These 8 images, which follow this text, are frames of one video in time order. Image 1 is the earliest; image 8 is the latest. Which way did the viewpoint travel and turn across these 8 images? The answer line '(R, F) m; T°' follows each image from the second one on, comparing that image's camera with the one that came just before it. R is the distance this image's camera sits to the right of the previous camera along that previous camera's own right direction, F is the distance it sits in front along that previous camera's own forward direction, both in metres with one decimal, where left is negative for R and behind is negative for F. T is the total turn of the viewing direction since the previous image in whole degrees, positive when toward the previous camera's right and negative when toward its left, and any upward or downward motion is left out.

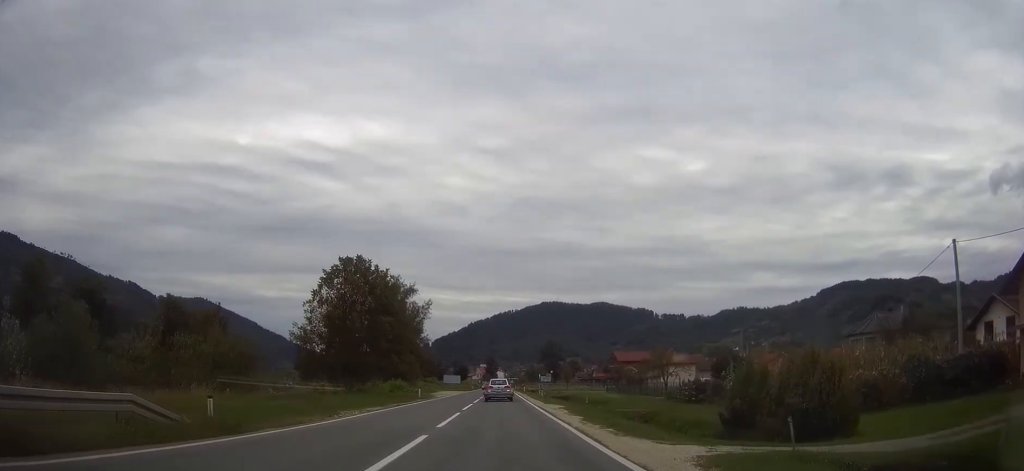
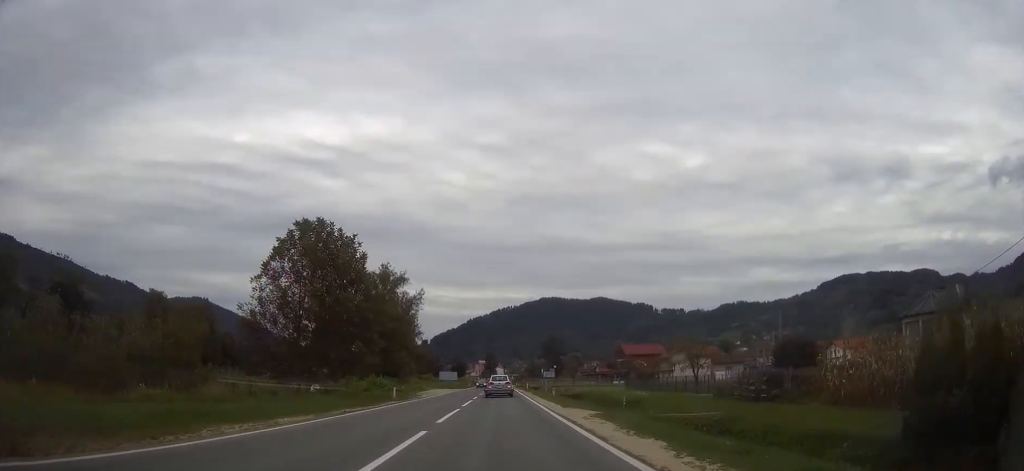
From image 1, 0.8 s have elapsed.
(0.0, +13.4) m; 0°
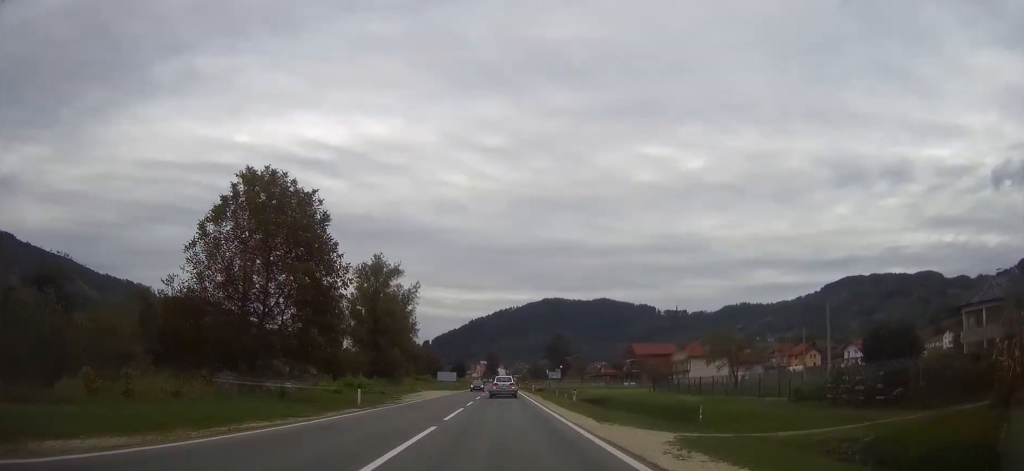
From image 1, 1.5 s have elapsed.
(0.0, +11.6) m; 0°
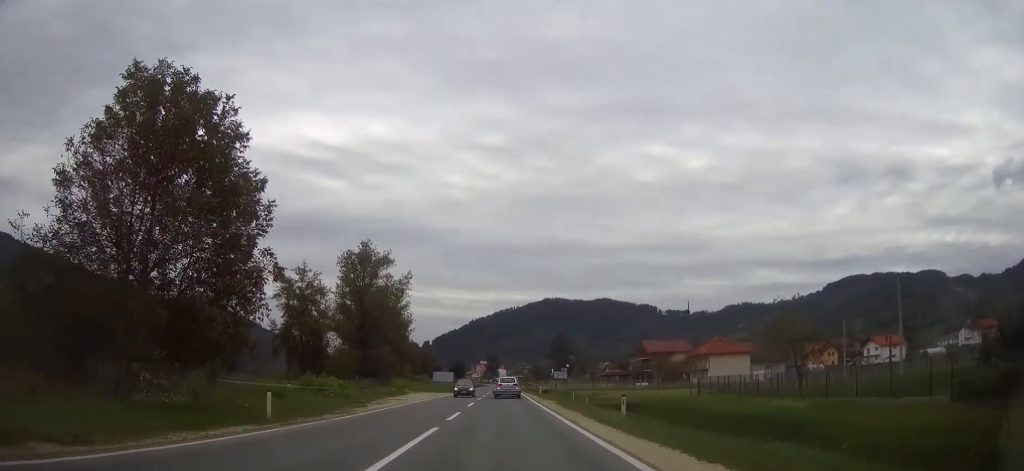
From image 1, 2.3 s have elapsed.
(-0.1, +13.2) m; 0°
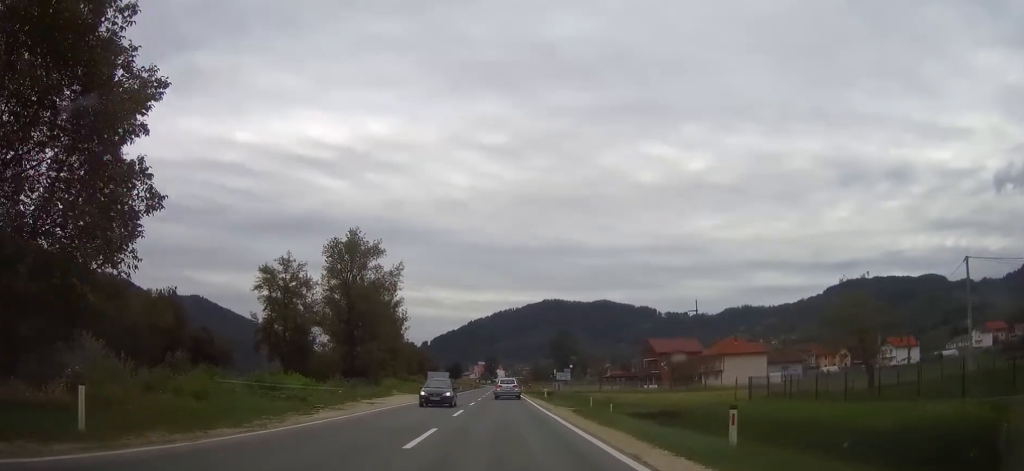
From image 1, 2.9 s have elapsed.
(+0.1, +9.8) m; 0°
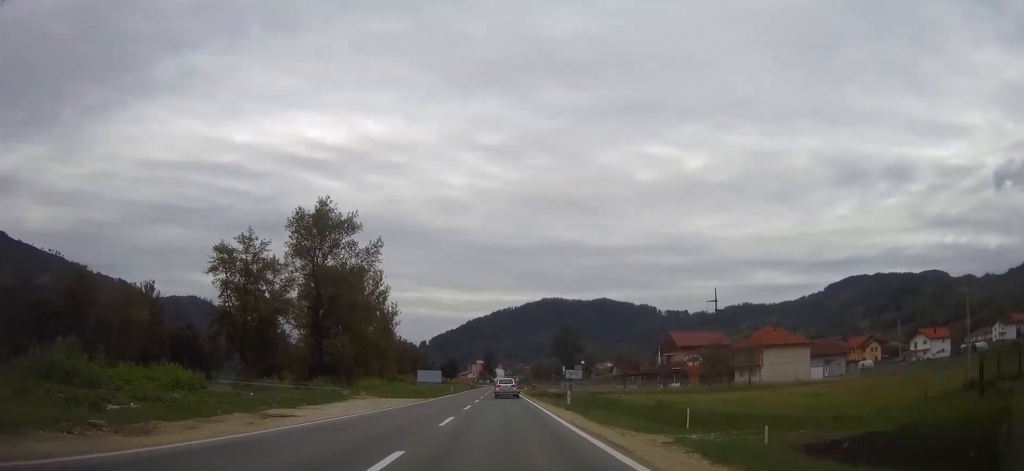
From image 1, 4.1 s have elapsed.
(-0.1, +19.4) m; 0°
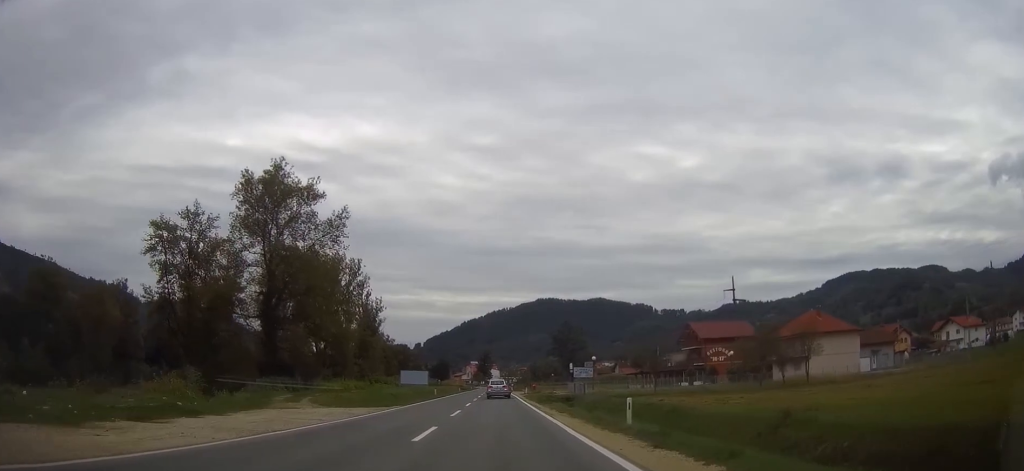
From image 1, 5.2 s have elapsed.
(+0.1, +18.3) m; 0°
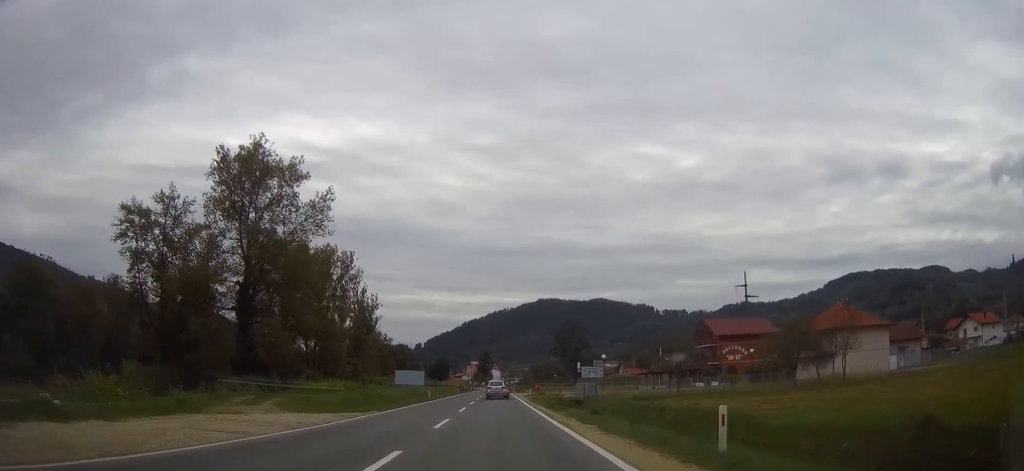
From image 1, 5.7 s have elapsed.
(0.0, +7.8) m; 0°
